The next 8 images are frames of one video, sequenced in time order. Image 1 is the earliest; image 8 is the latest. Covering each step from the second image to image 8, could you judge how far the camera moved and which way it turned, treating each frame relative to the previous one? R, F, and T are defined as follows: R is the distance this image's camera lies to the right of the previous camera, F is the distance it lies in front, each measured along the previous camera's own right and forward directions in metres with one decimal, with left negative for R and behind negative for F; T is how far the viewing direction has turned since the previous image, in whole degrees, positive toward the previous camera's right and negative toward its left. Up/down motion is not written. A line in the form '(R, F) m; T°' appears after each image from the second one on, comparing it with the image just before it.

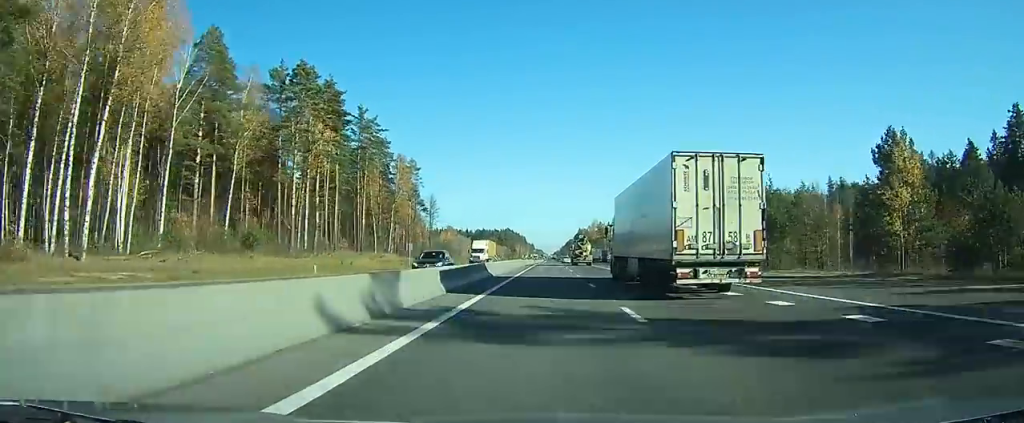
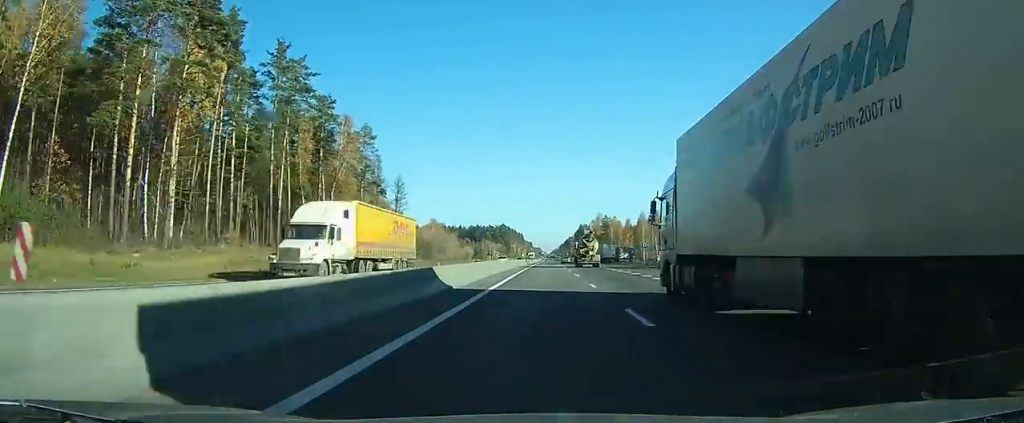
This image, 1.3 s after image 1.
(0.0, +35.8) m; 0°
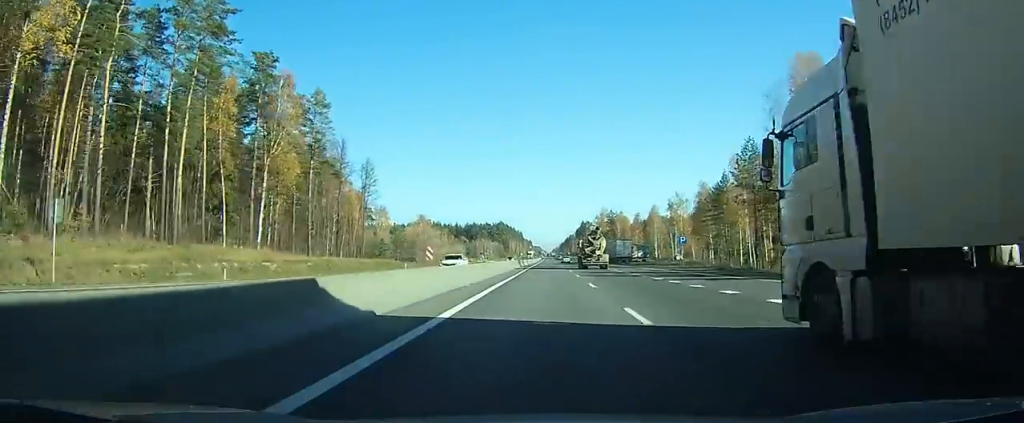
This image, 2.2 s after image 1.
(0.0, +23.0) m; 0°
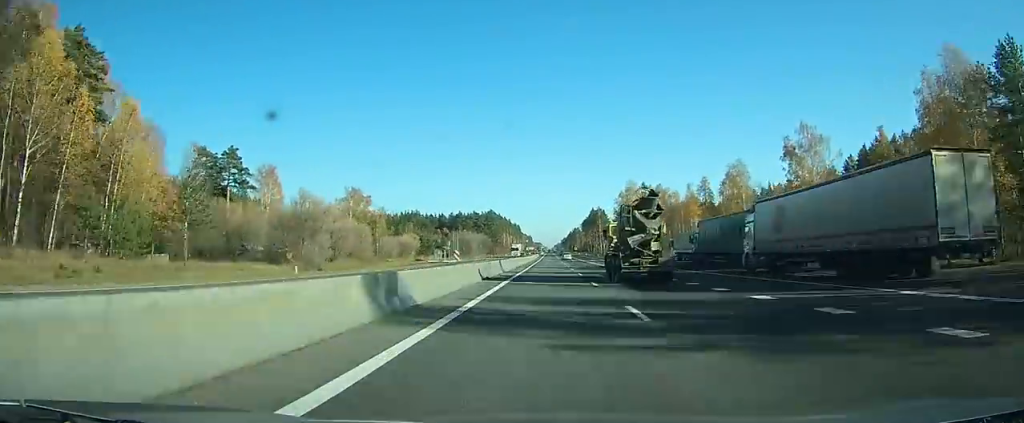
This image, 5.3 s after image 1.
(+0.1, +75.7) m; 0°
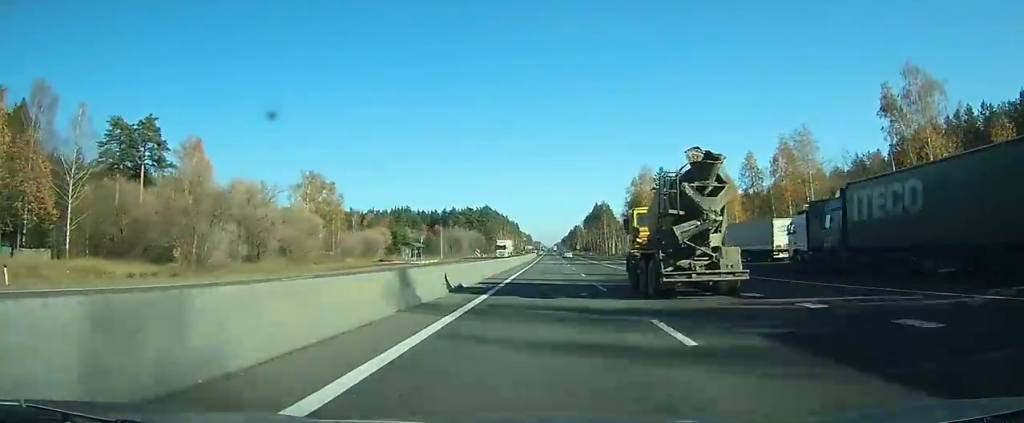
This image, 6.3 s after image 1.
(0.0, +24.6) m; 0°
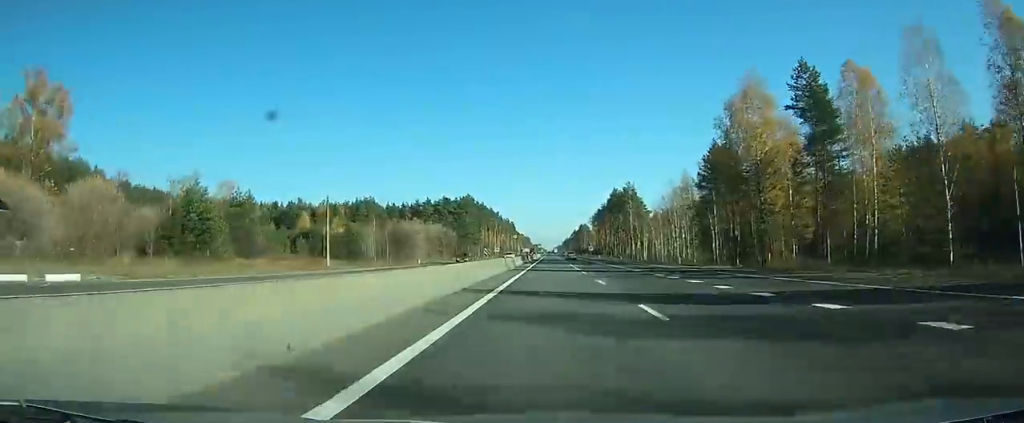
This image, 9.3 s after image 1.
(-0.1, +83.2) m; 0°
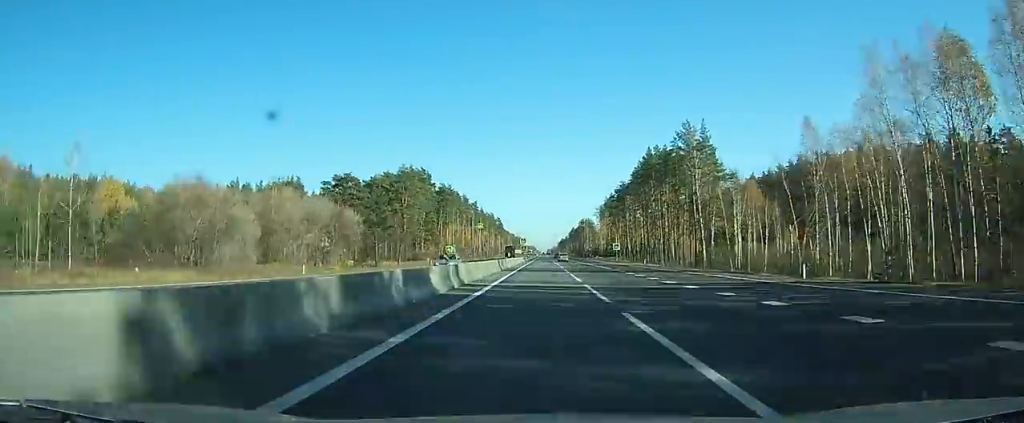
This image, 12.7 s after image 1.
(0.0, +91.8) m; 0°
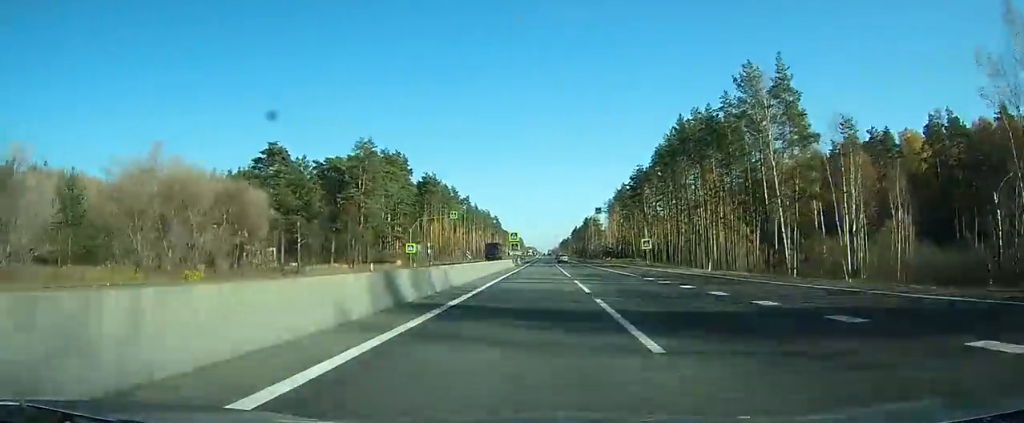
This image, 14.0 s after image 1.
(0.0, +32.1) m; 0°
